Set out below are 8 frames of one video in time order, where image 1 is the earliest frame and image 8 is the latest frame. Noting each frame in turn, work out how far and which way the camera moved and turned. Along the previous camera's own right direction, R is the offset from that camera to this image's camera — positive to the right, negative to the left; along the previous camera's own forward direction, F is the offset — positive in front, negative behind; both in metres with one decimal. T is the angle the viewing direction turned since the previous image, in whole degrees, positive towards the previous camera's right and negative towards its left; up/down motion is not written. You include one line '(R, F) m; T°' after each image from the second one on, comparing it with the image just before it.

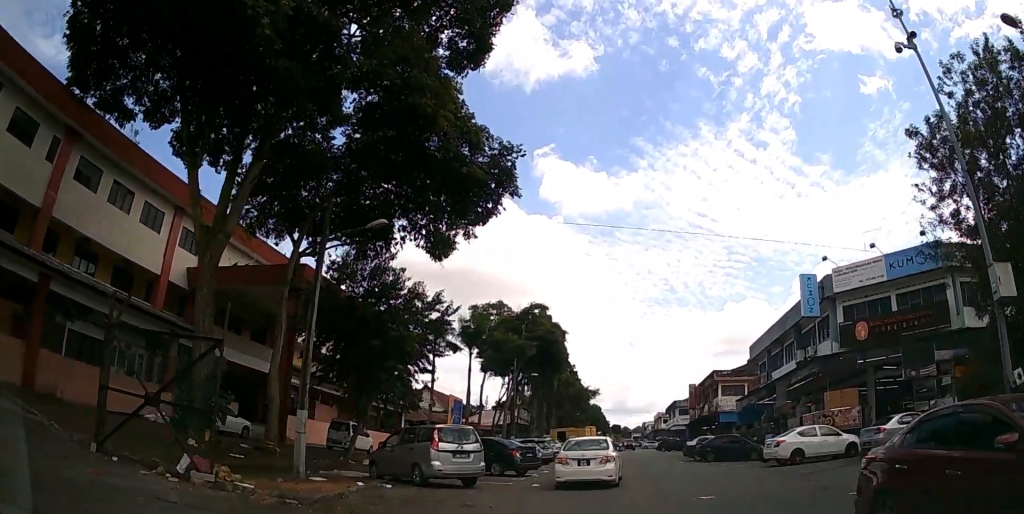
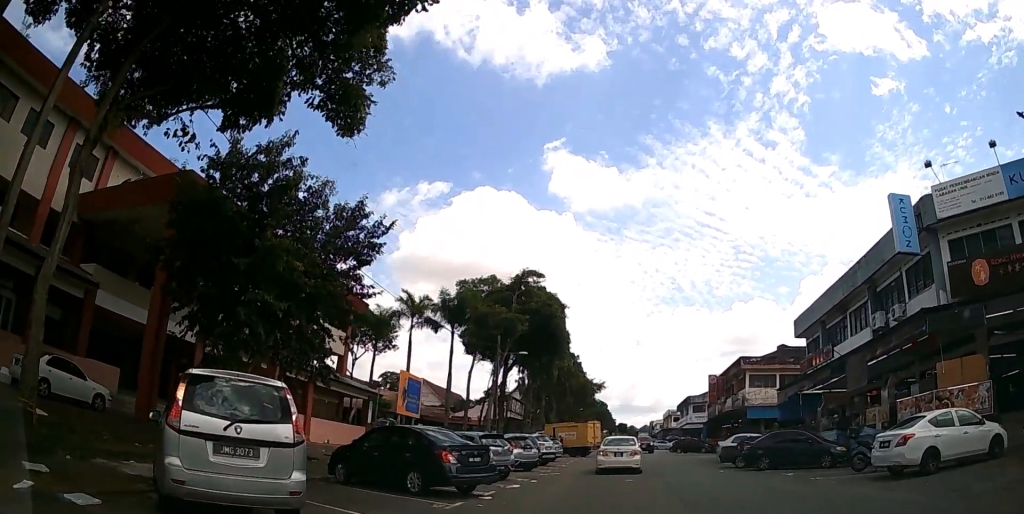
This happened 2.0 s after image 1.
(0.0, +8.9) m; +1°
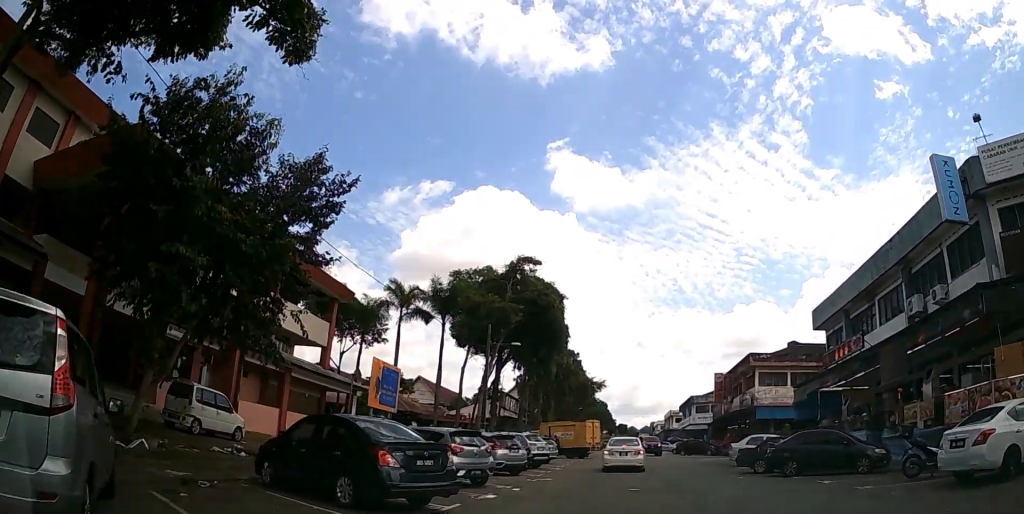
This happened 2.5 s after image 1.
(0.0, +3.2) m; -1°
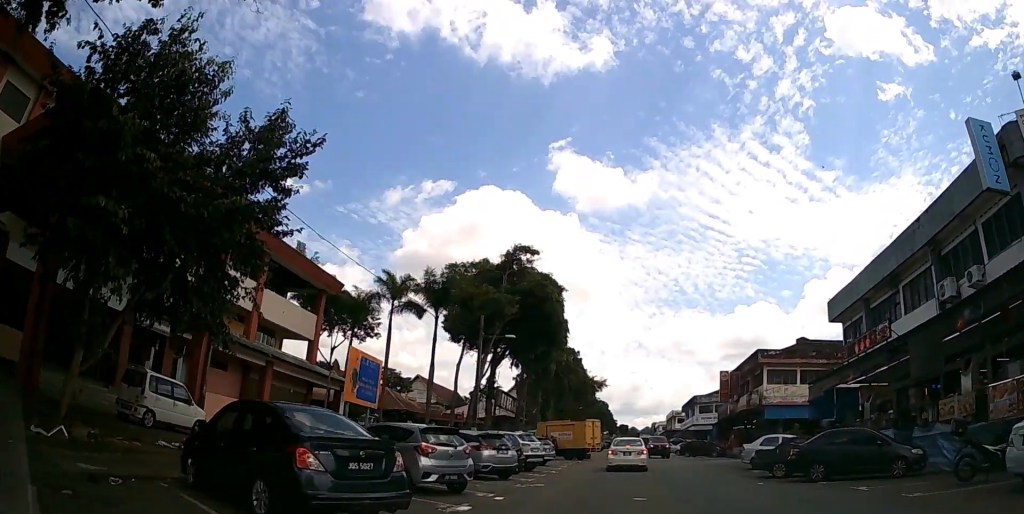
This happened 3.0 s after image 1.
(0.0, +2.2) m; -1°
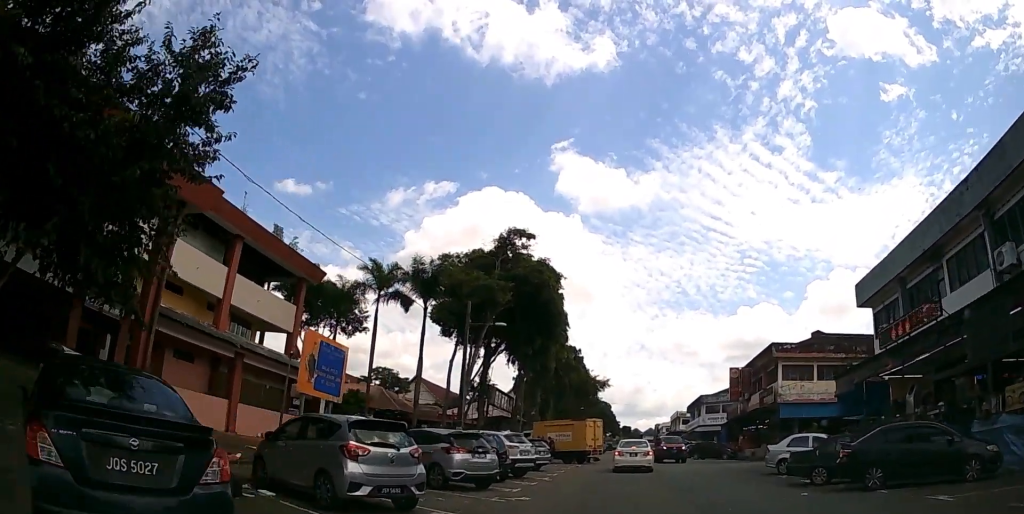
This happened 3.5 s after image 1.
(-0.1, +3.6) m; -1°
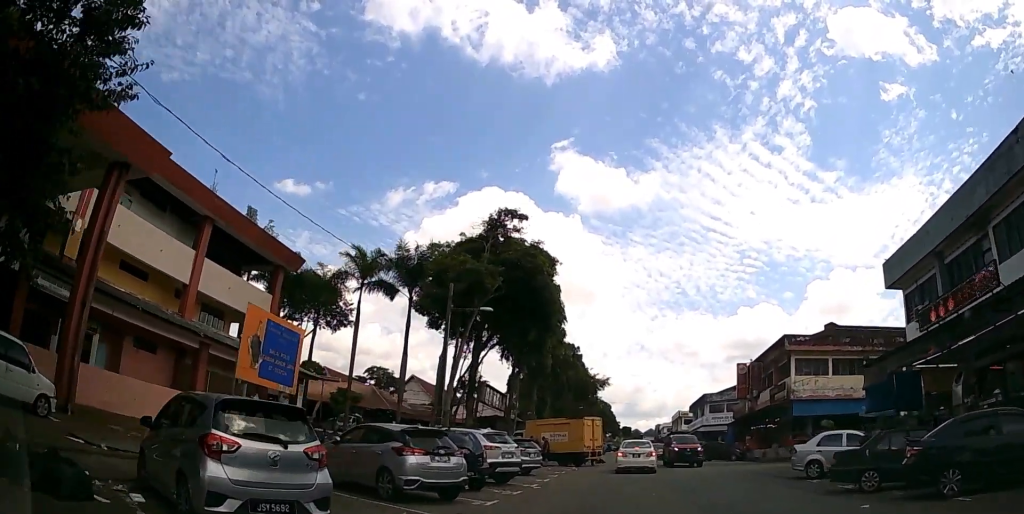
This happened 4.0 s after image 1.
(0.0, +3.1) m; -1°
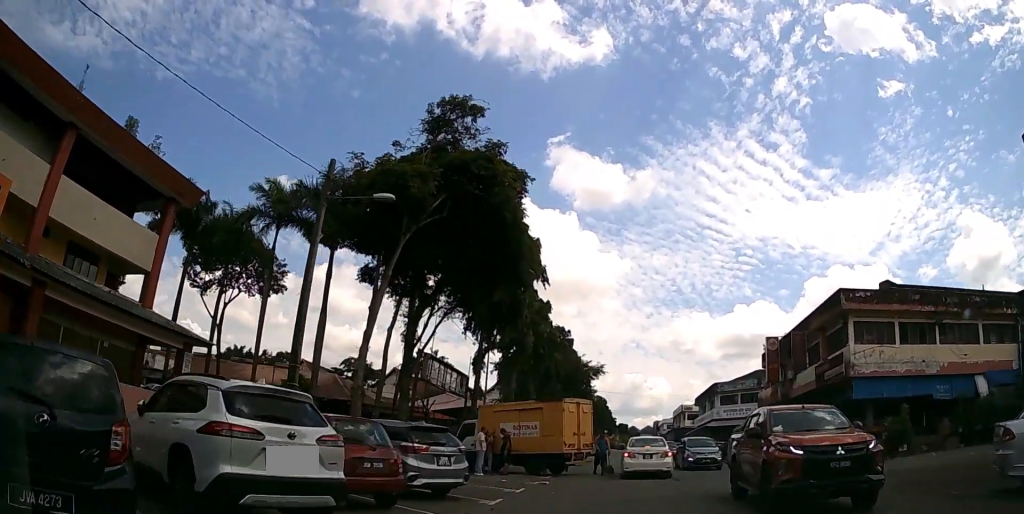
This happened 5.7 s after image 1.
(-0.1, +11.2) m; +1°
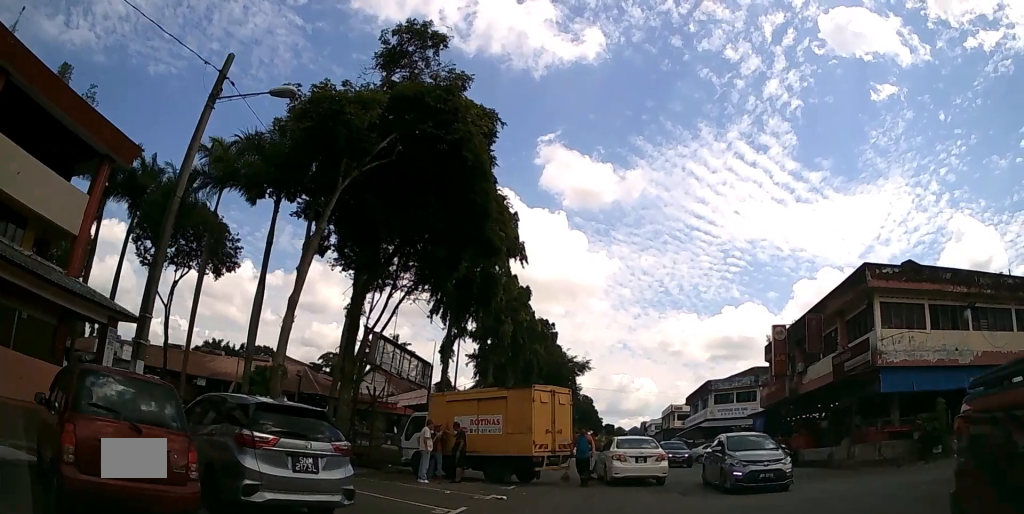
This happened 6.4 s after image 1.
(+0.1, +5.1) m; +1°
